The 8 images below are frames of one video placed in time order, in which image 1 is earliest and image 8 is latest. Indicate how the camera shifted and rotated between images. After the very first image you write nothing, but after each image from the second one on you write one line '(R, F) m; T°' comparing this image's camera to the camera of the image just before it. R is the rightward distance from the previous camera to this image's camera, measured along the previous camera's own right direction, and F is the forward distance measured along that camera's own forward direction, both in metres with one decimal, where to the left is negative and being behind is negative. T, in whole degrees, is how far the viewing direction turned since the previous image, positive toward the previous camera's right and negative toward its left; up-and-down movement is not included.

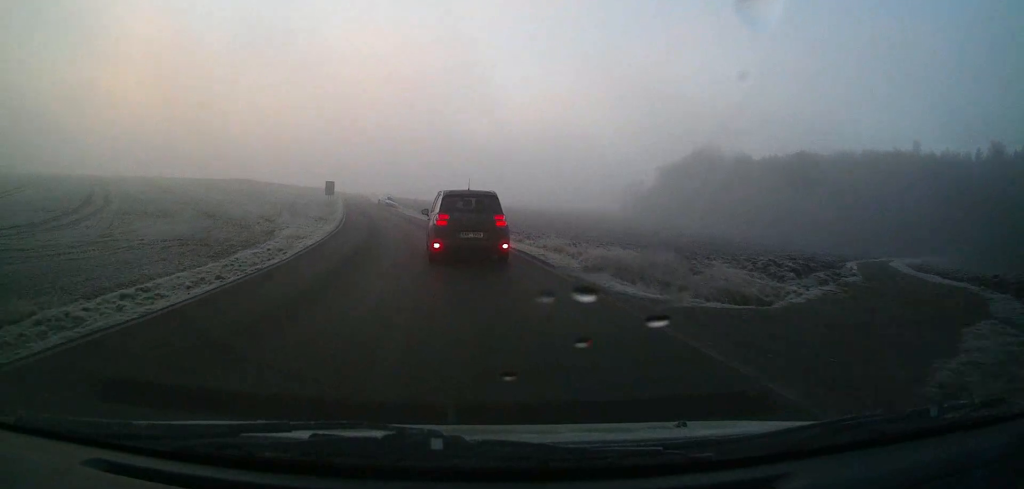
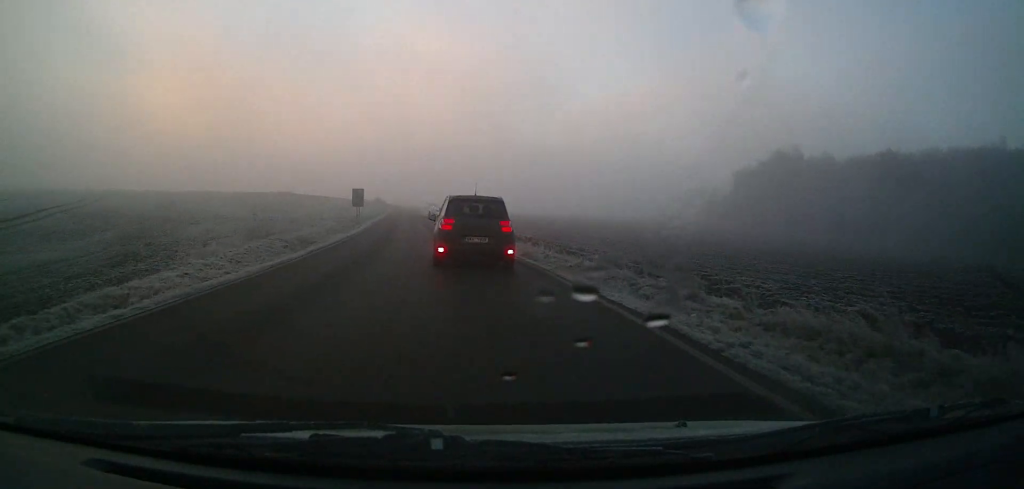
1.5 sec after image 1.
(-1.1, +16.0) m; -8°
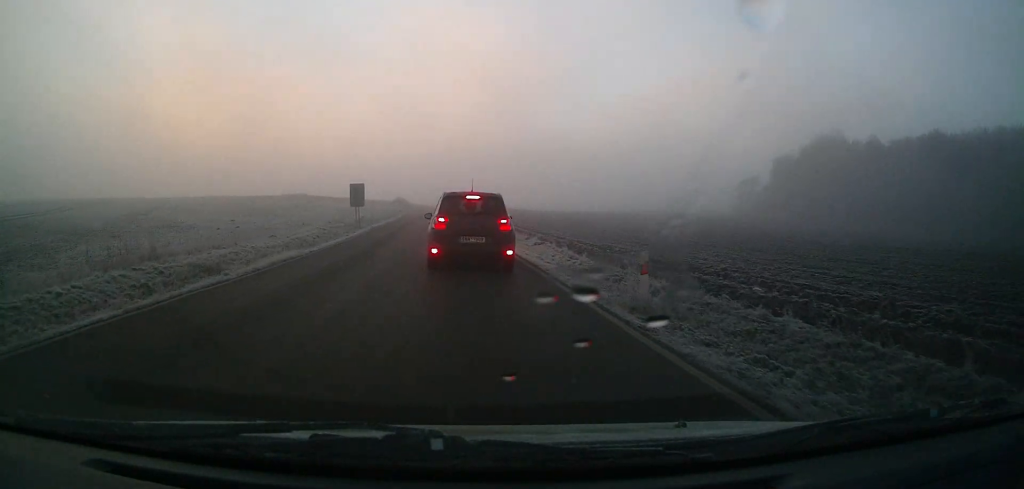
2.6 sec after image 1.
(-0.4, +11.7) m; -3°
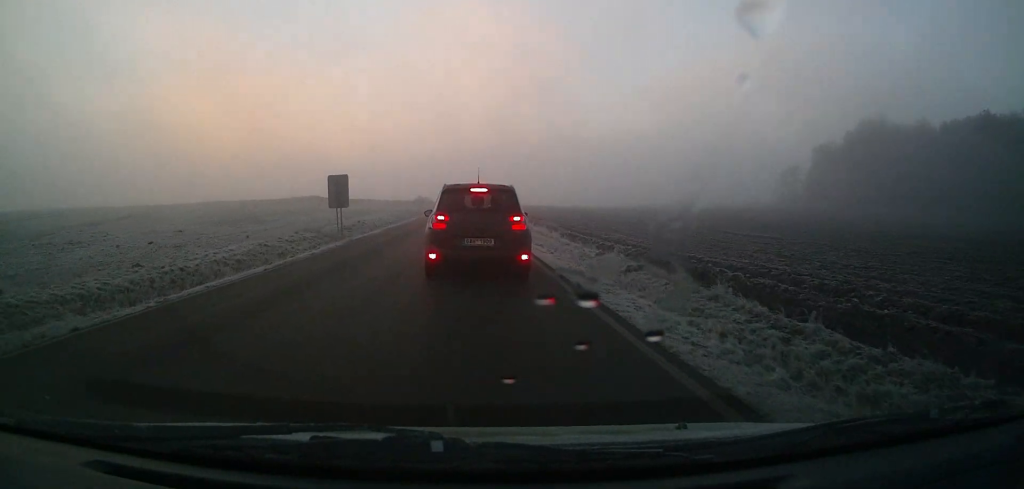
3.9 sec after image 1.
(-0.3, +14.1) m; -2°
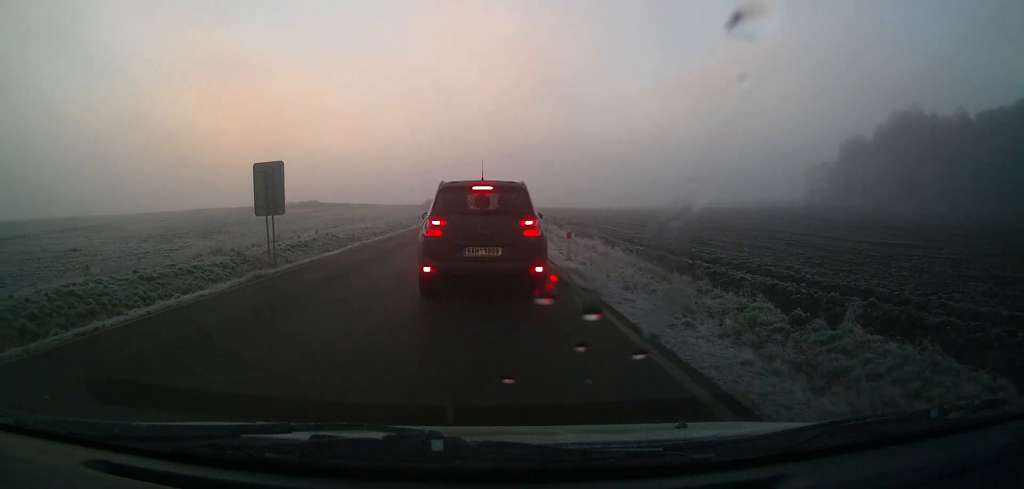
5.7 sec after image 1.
(-0.4, +14.7) m; -3°
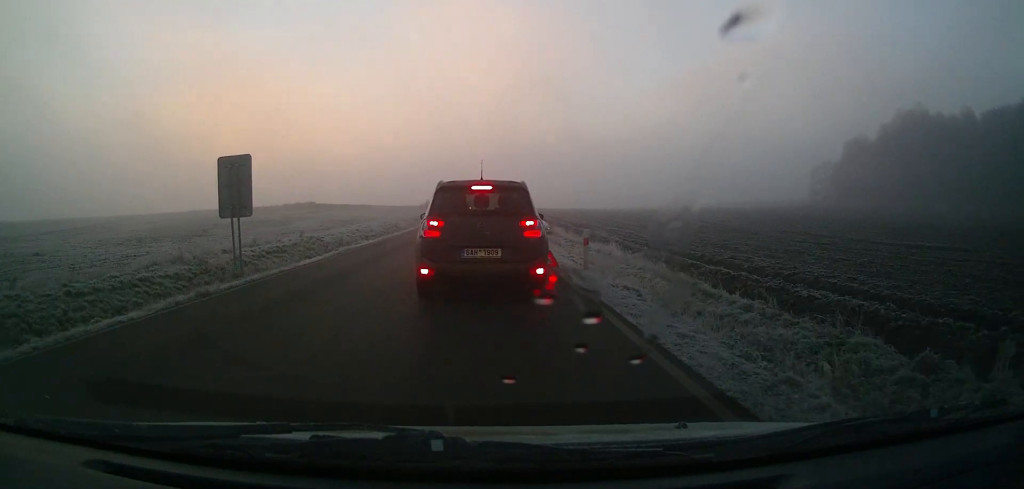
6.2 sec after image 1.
(-0.1, +3.4) m; 0°
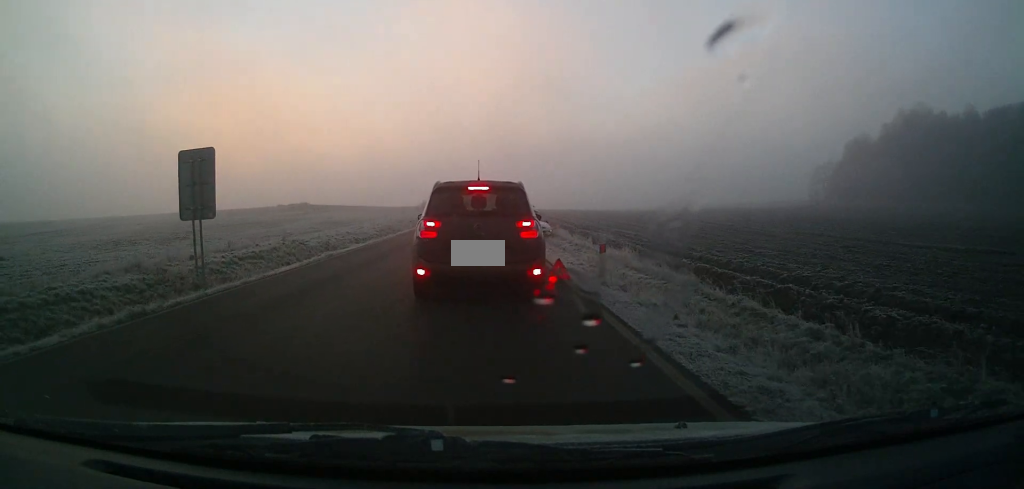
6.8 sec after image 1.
(+0.1, +2.6) m; +1°
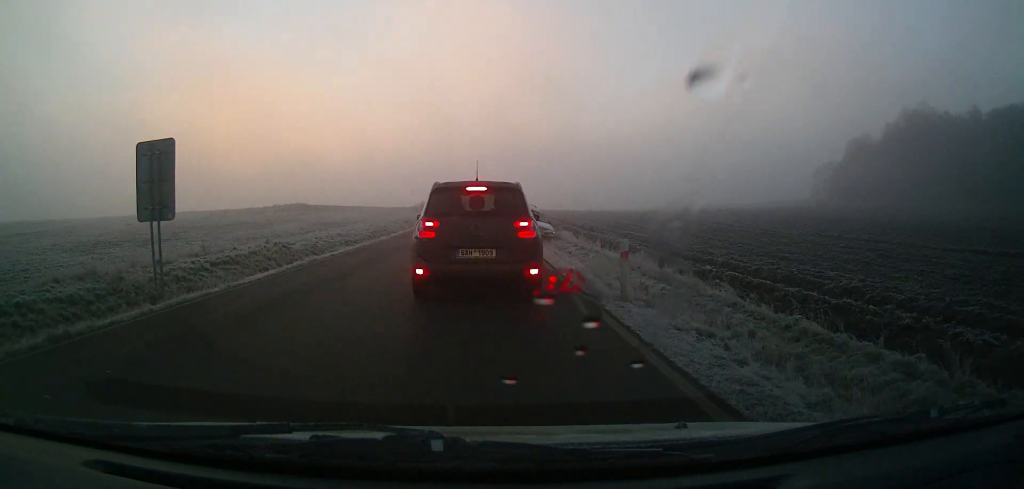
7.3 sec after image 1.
(+0.1, +2.6) m; +1°
